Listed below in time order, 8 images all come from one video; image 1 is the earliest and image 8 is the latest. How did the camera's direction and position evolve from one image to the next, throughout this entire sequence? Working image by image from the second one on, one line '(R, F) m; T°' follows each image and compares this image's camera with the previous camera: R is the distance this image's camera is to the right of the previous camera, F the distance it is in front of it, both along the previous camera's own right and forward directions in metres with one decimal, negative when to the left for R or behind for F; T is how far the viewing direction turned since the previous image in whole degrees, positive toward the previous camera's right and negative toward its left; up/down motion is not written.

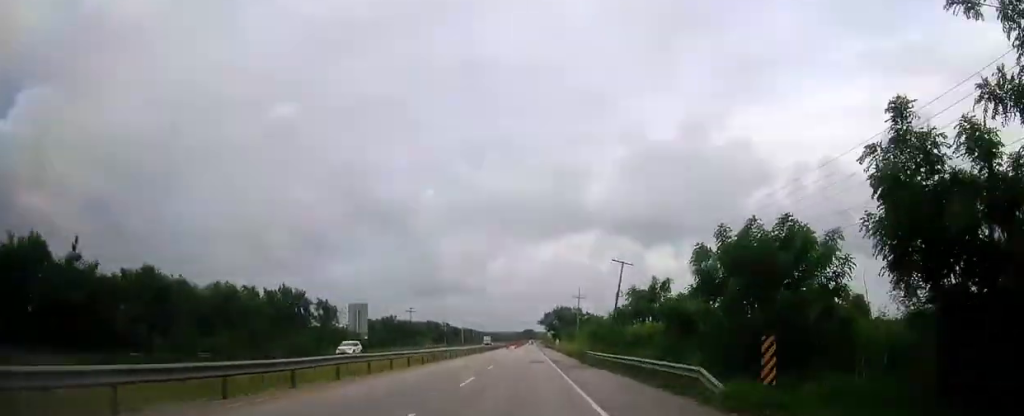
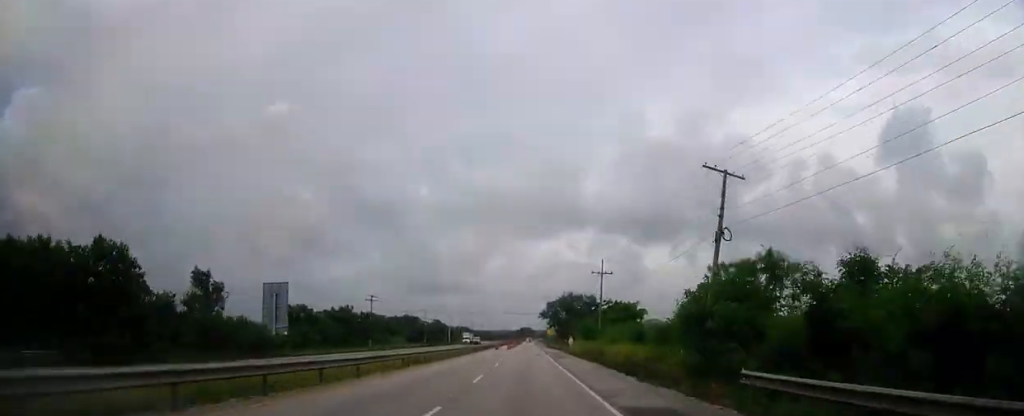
(+0.2, +34.0) m; 0°
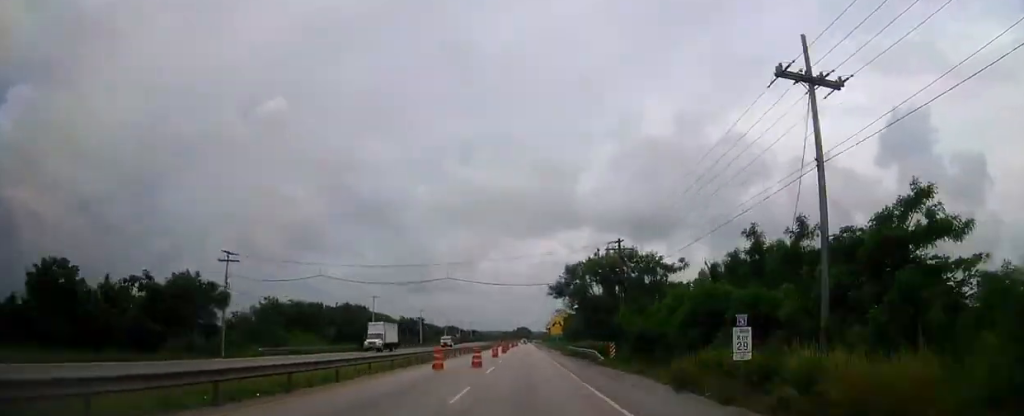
(+0.3, +53.9) m; +1°
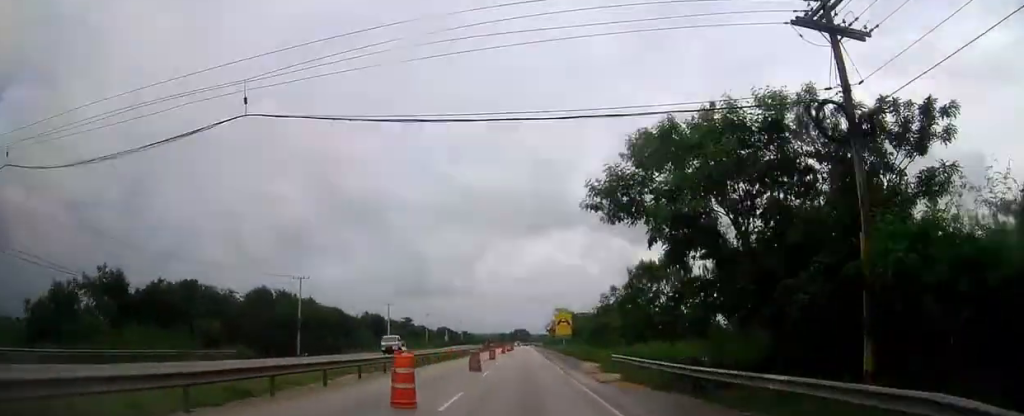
(+0.1, +37.7) m; 0°
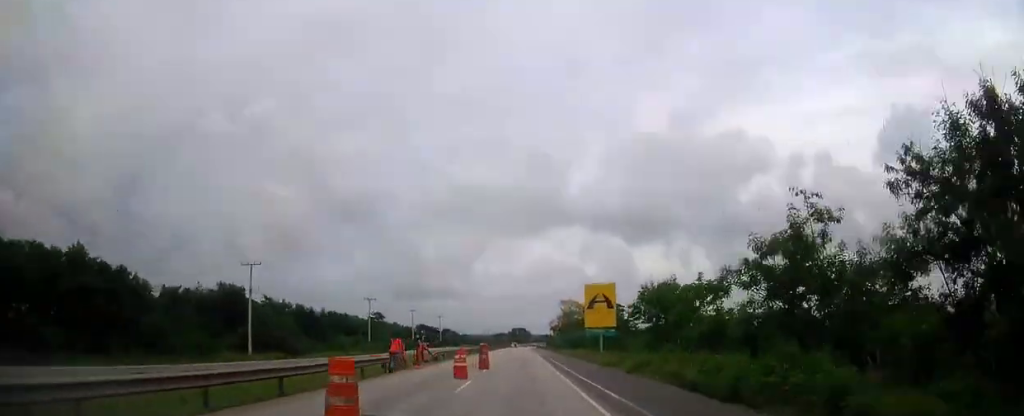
(+0.1, +68.2) m; 0°
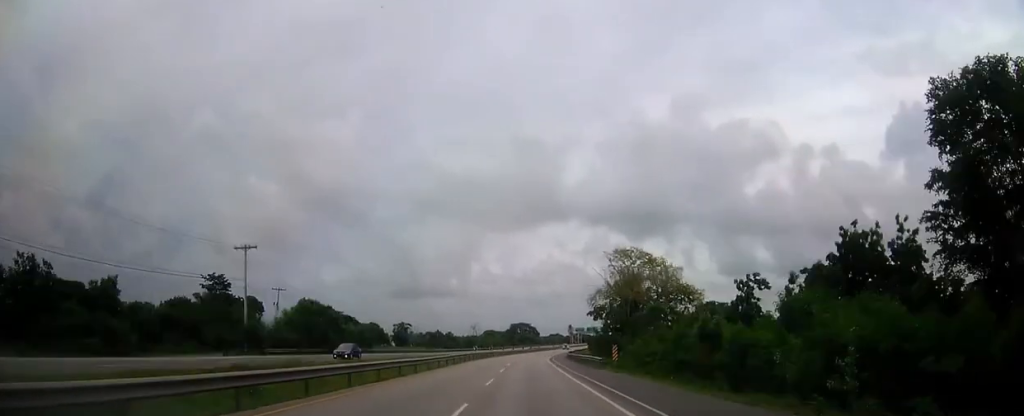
(-0.4, +152.0) m; 0°
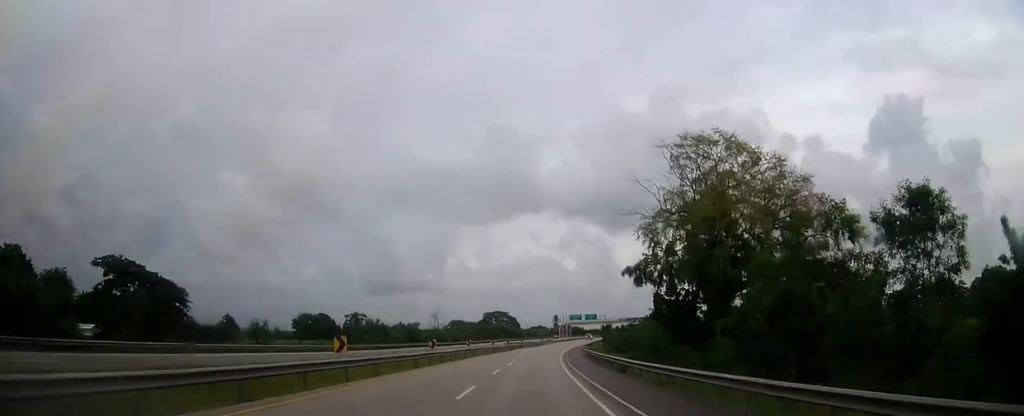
(+0.8, +64.9) m; +2°
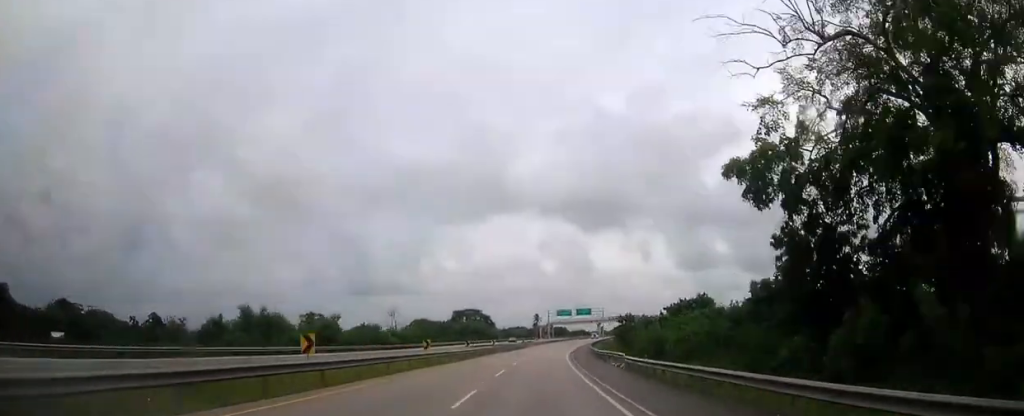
(+0.7, +37.9) m; +2°
